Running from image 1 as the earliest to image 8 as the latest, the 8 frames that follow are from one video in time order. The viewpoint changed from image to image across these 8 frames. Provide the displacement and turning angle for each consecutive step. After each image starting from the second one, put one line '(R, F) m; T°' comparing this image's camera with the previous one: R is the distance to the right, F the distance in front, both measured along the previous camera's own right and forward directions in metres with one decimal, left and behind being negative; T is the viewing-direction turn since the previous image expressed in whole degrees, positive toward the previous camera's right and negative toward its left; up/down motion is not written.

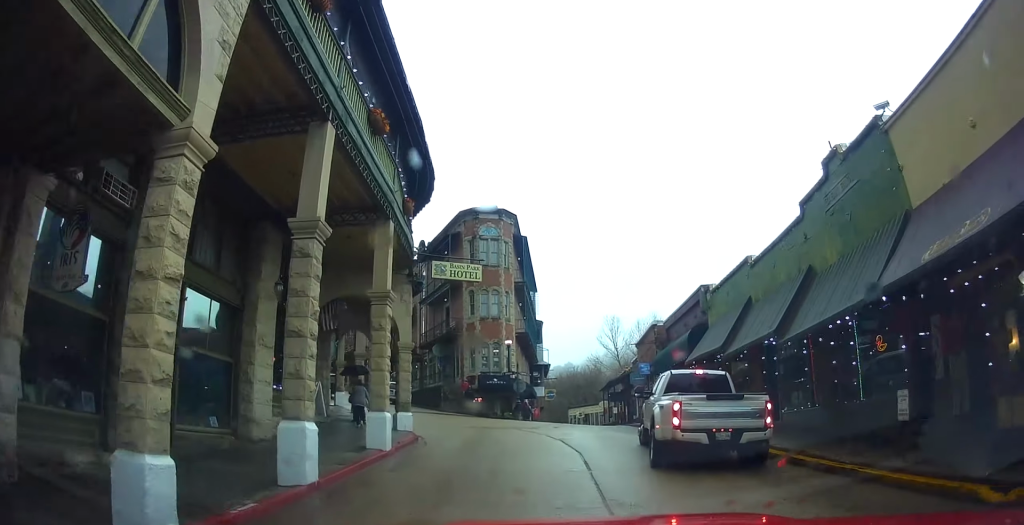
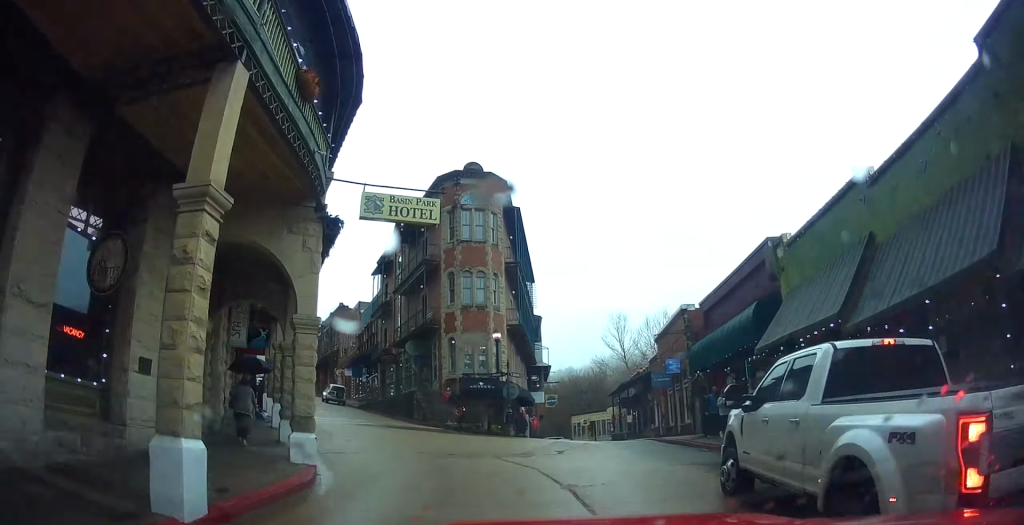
(+0.4, +7.4) m; 0°
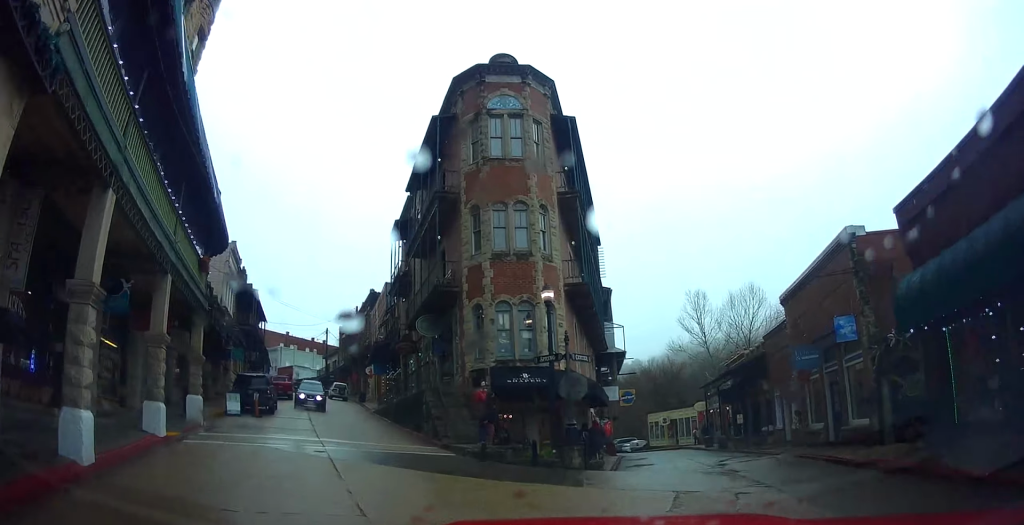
(-0.3, +9.9) m; -8°
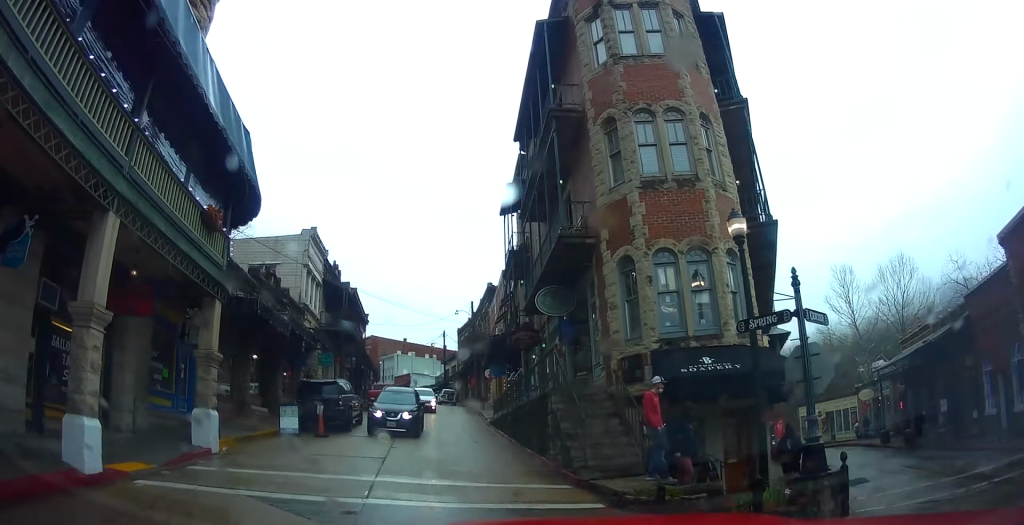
(-0.3, +6.3) m; -6°
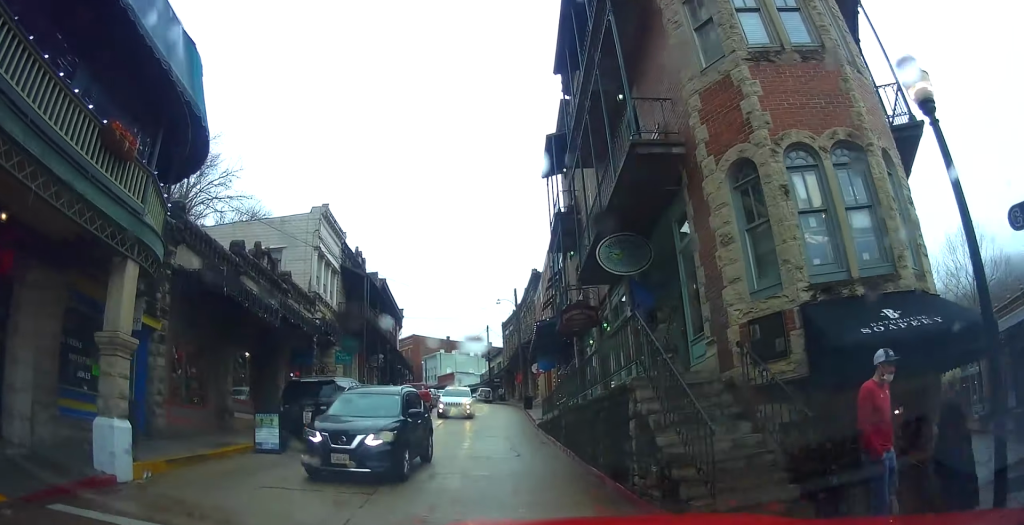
(-0.5, +5.0) m; -4°
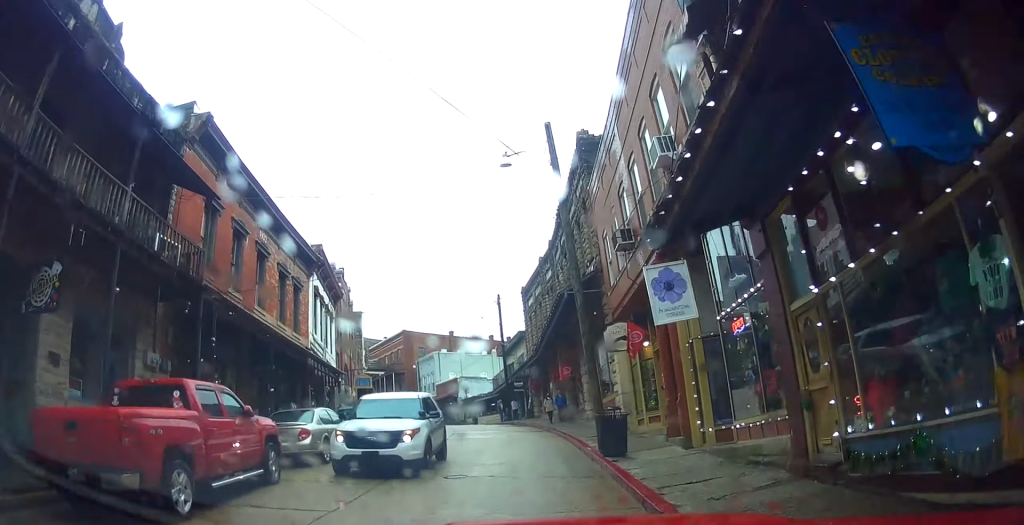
(-4.6, +28.0) m; -9°
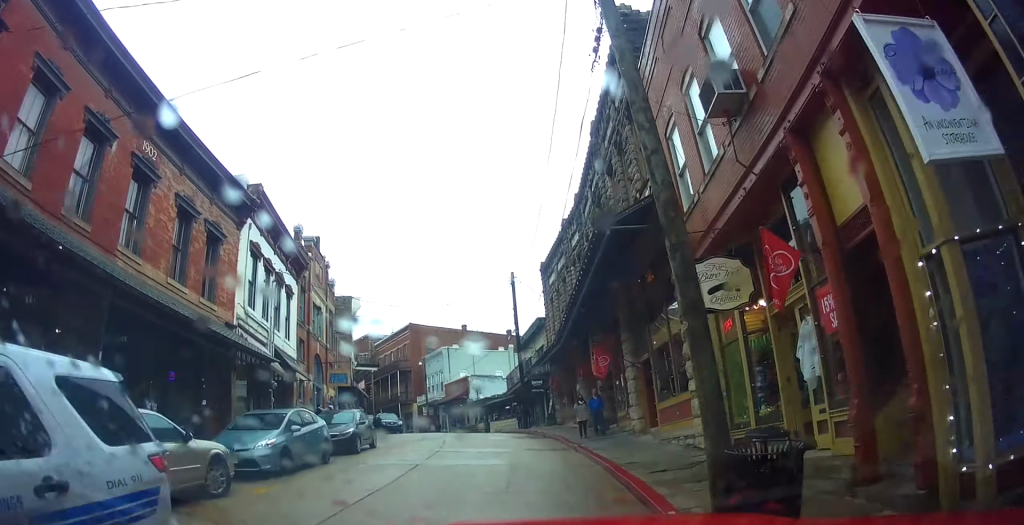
(+0.4, +7.3) m; +4°
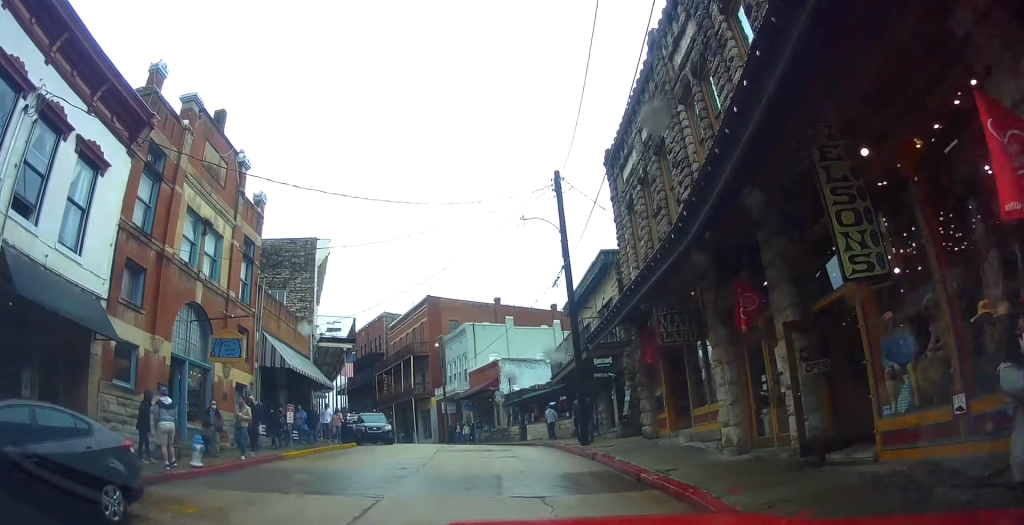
(-0.3, +15.4) m; -7°
